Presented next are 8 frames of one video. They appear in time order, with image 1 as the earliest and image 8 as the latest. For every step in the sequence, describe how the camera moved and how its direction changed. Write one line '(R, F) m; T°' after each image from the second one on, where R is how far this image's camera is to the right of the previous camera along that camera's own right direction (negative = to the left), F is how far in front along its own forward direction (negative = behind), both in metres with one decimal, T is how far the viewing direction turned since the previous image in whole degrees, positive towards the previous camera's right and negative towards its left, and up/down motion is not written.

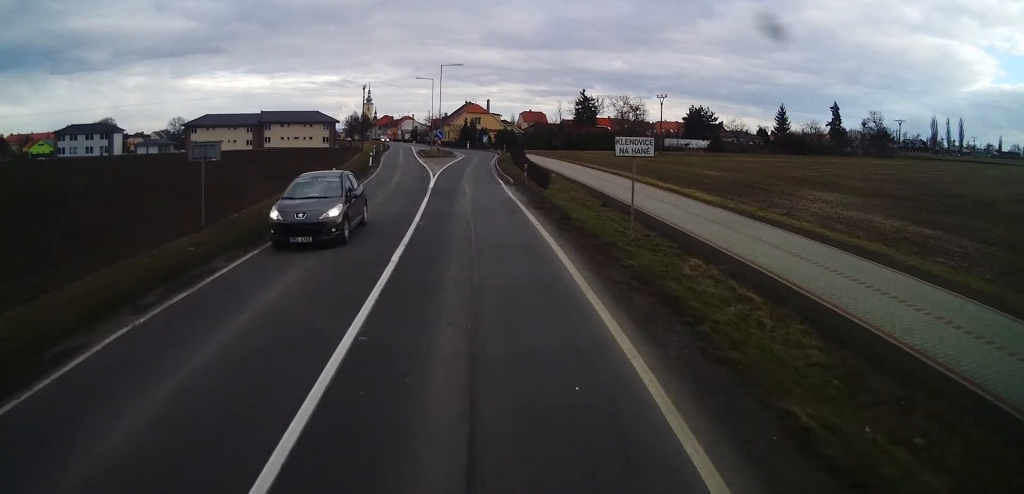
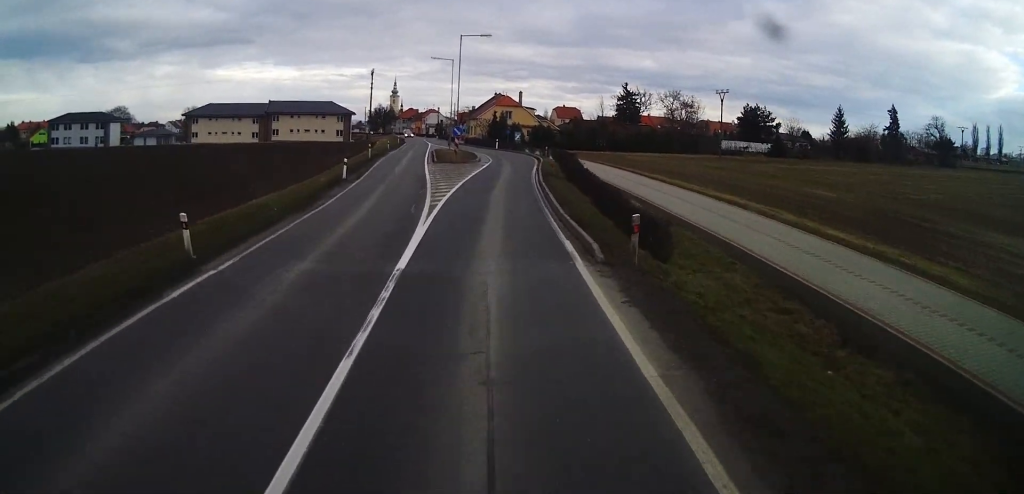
(-0.9, +16.1) m; -4°
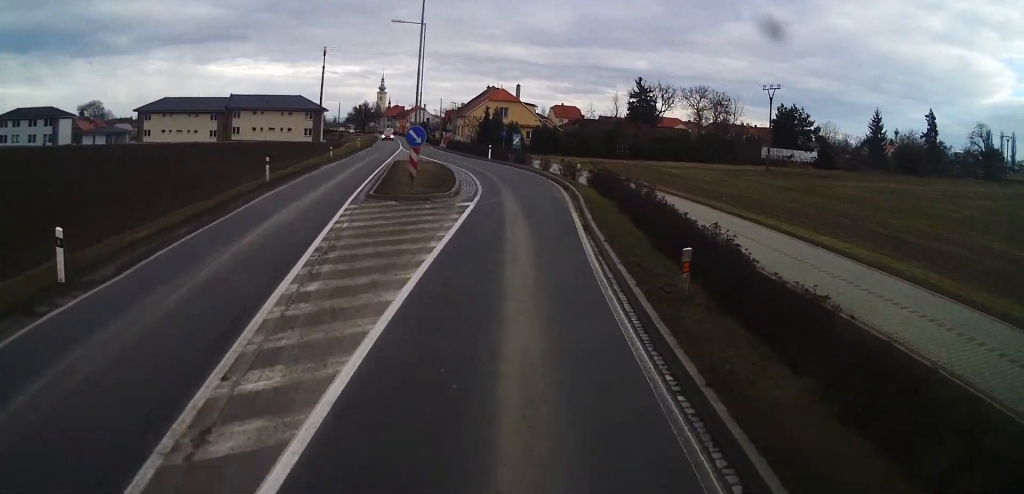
(-0.3, +20.6) m; -1°
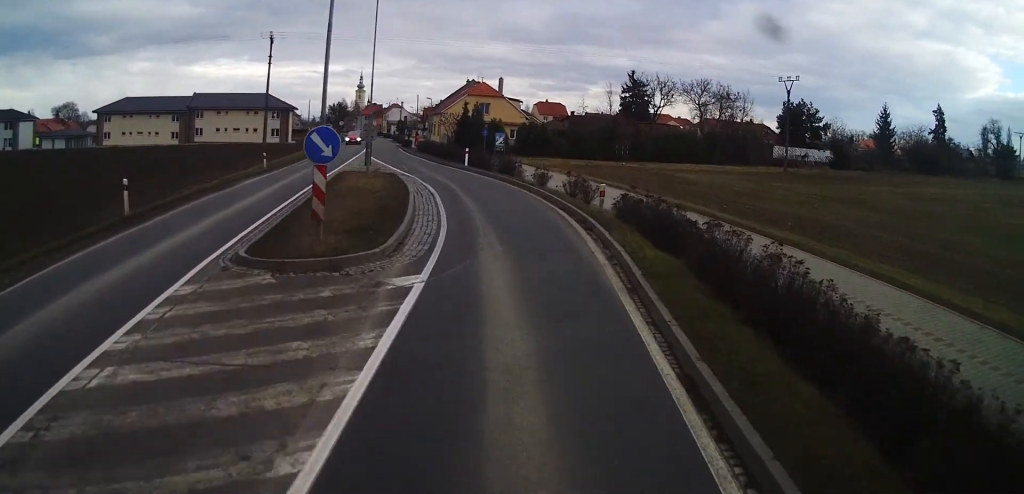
(-0.3, +10.1) m; +1°
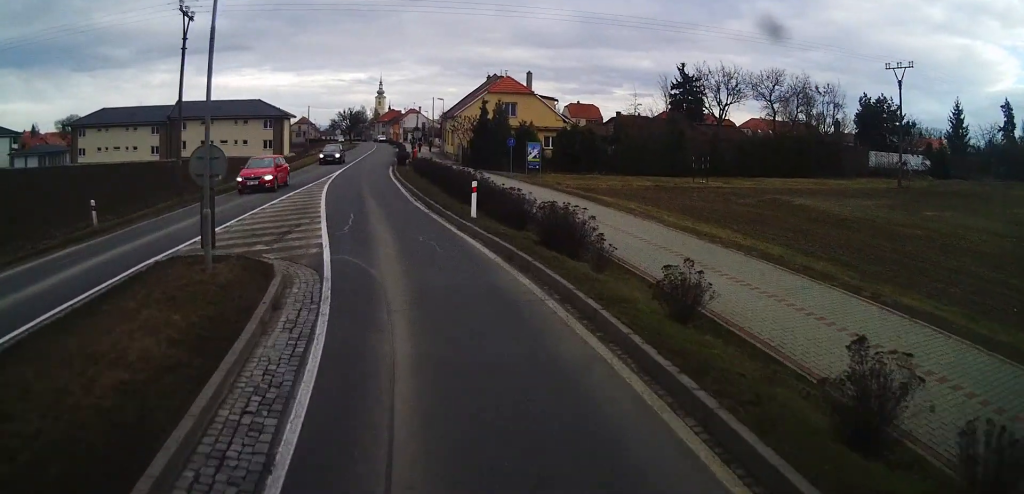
(+0.5, +18.0) m; -1°
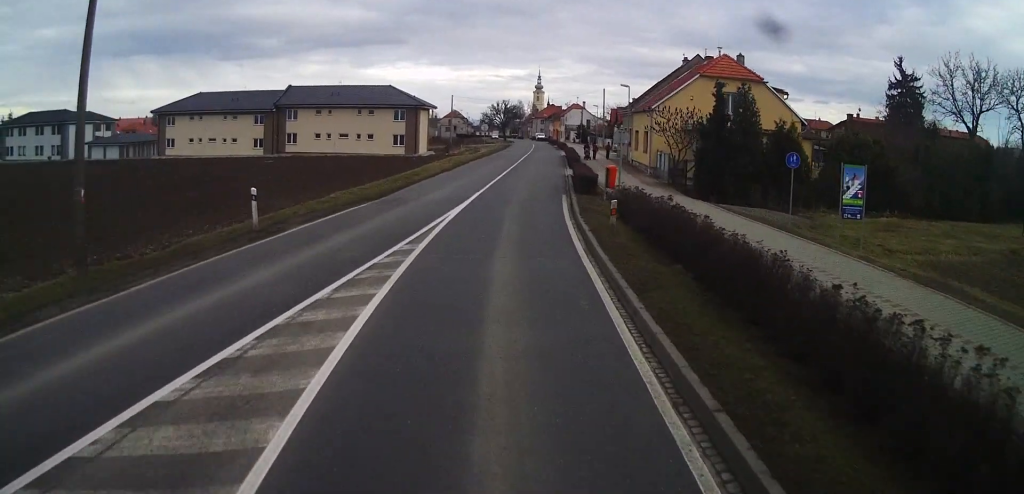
(-0.6, +19.9) m; -5°
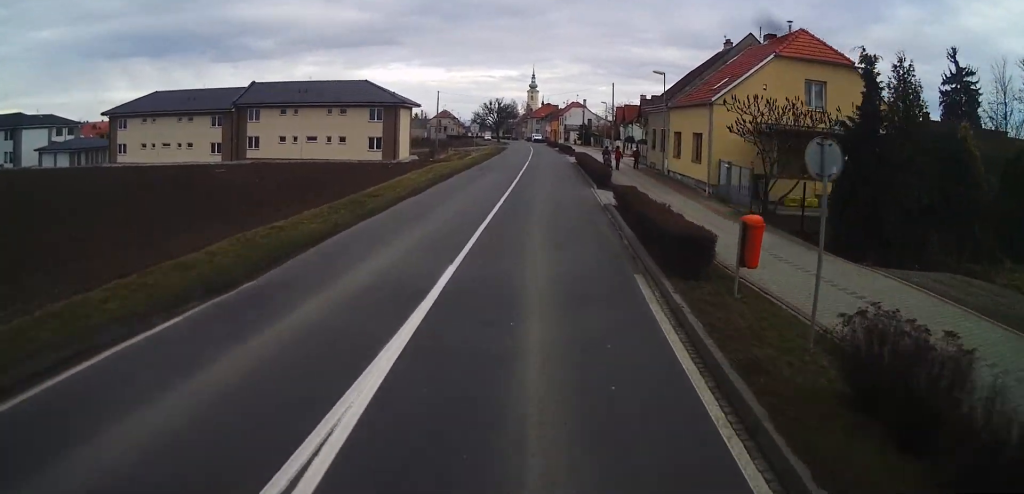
(-0.7, +12.0) m; -6°
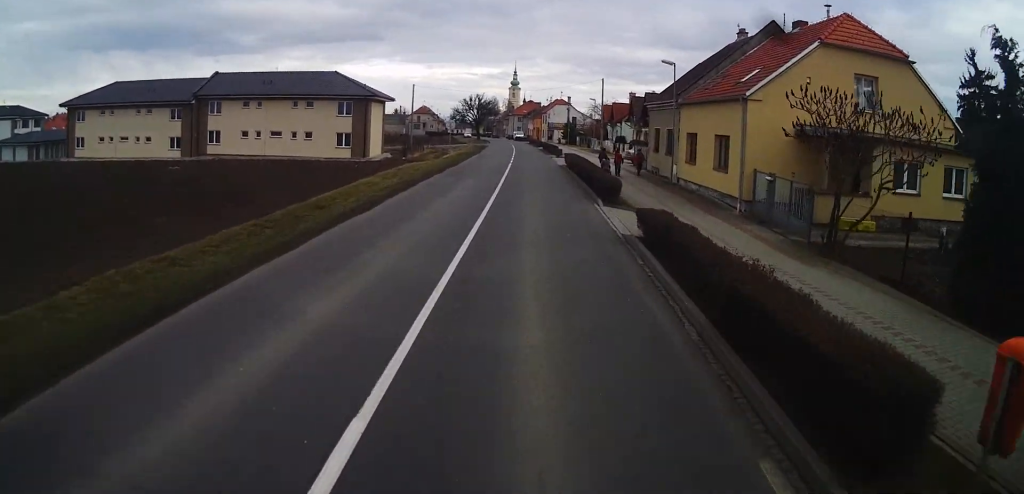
(-0.2, +5.8) m; -1°
